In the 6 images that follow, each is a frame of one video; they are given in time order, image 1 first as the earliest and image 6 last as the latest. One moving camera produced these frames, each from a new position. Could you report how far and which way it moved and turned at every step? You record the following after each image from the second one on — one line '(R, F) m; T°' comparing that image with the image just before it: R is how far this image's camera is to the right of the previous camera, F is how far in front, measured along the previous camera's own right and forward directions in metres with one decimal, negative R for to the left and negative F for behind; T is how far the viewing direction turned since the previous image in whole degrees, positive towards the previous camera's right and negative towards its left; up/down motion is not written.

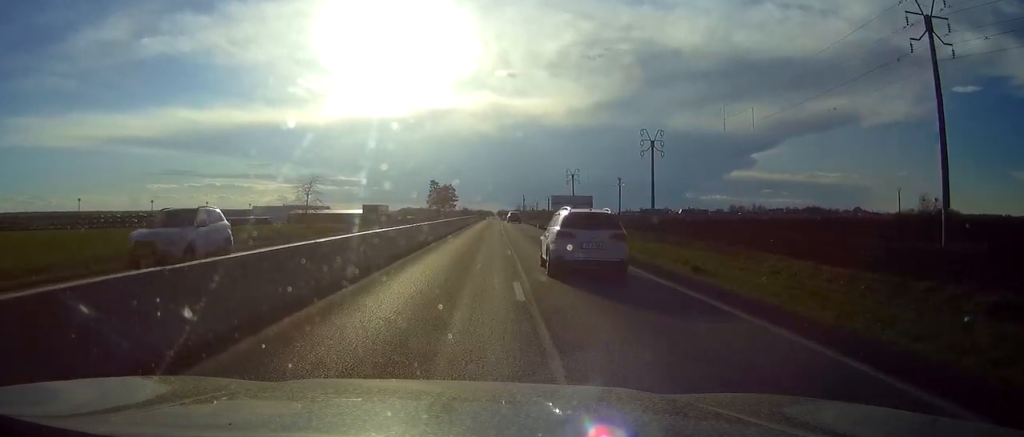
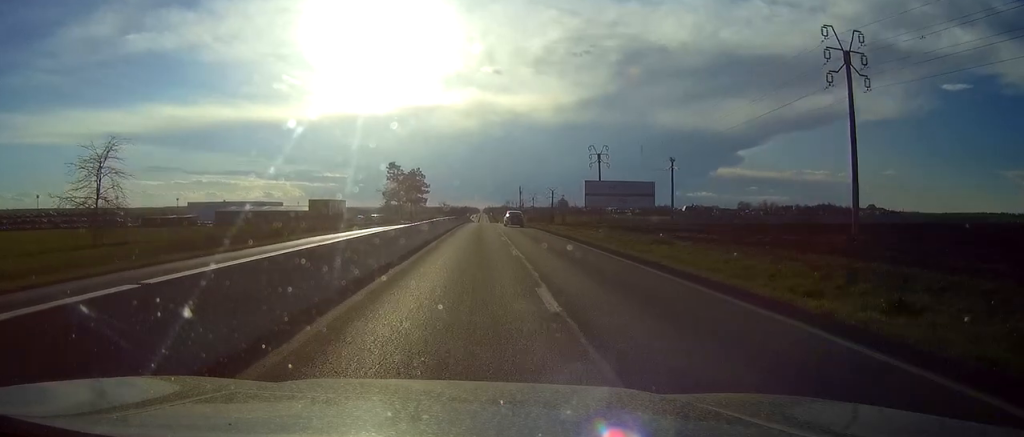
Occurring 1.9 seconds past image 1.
(+0.5, +61.4) m; +1°
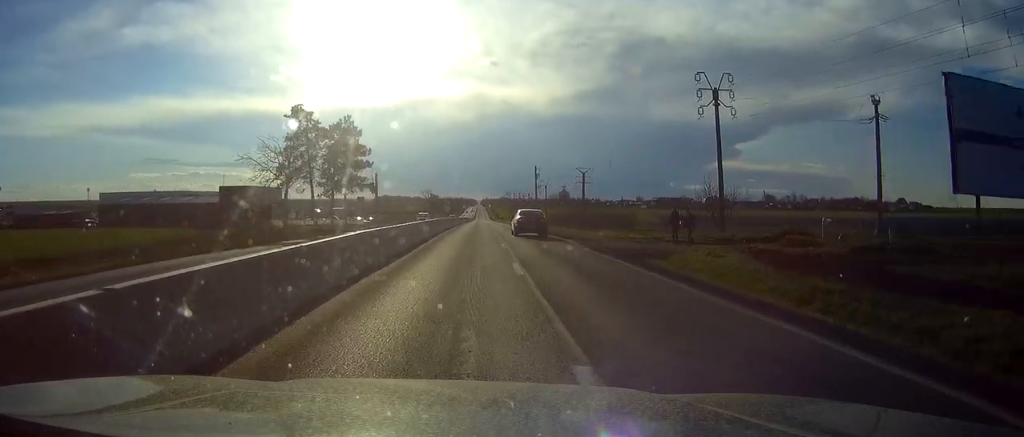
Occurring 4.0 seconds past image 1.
(+0.3, +66.5) m; 0°
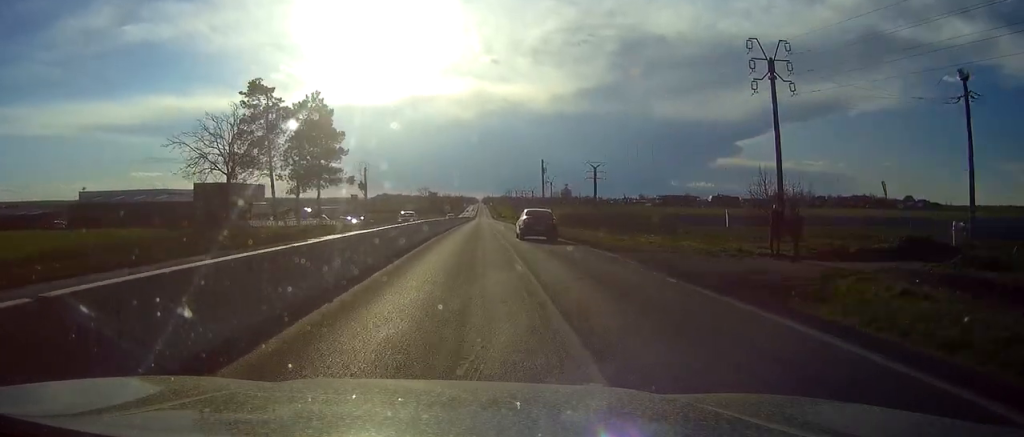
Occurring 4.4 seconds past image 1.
(0.0, +12.8) m; 0°
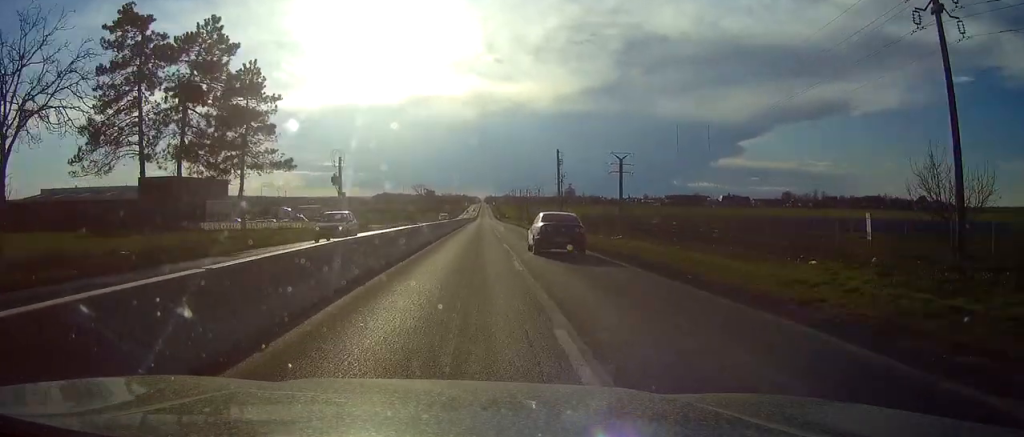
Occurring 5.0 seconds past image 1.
(0.0, +21.3) m; 0°
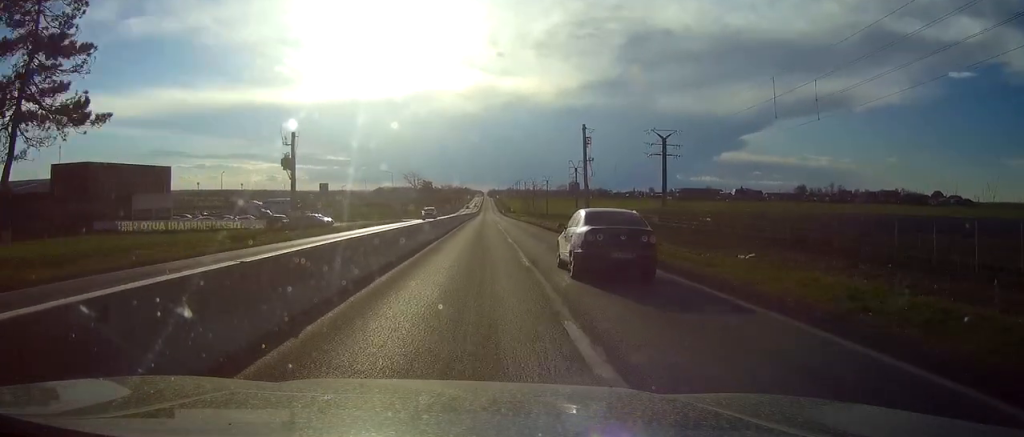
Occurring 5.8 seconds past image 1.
(0.0, +23.4) m; 0°
